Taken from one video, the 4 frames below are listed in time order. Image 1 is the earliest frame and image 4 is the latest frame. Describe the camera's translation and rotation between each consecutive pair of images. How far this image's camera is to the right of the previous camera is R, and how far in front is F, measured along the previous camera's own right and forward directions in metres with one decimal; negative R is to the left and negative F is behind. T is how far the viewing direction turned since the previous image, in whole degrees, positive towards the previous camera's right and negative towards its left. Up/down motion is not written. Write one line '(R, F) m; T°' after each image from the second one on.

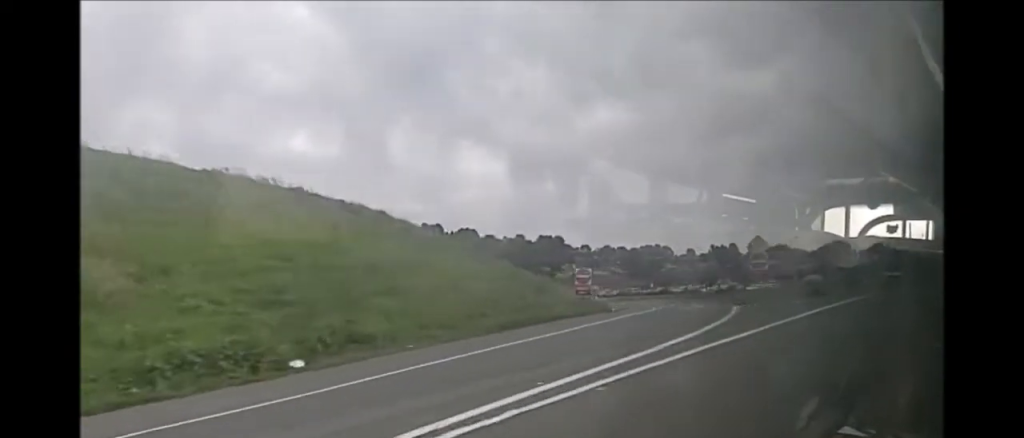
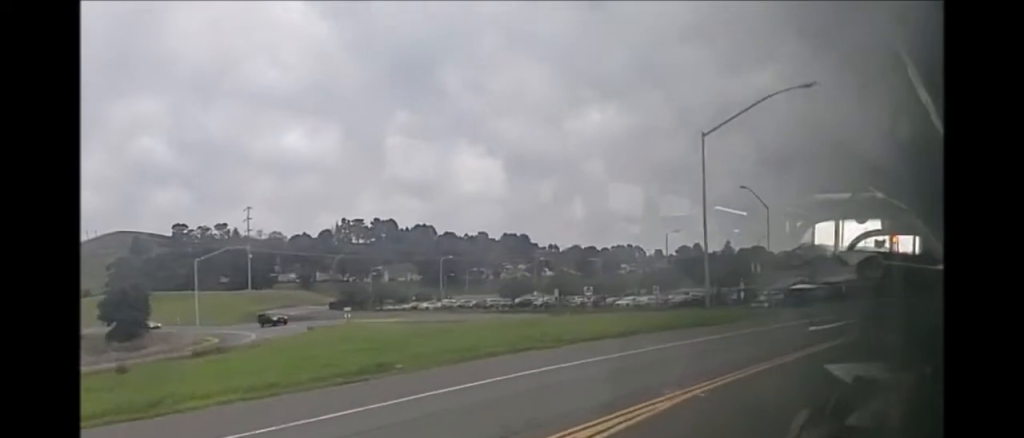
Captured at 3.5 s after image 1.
(+0.7, +48.5) m; 0°
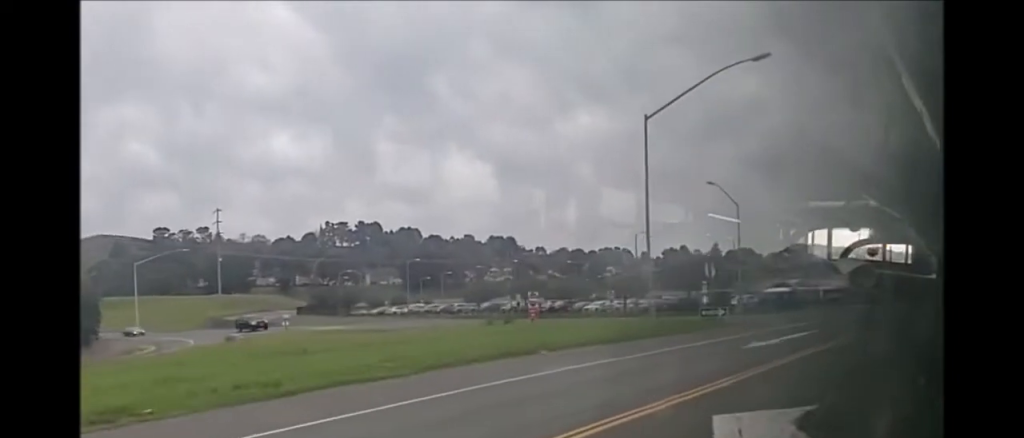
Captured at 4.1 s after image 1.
(0.0, +6.5) m; 0°
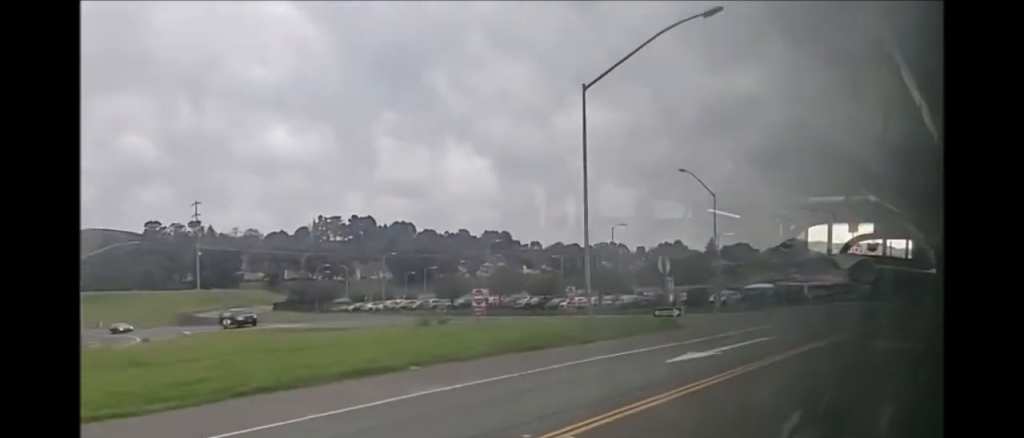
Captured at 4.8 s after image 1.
(+0.1, +6.0) m; +1°
